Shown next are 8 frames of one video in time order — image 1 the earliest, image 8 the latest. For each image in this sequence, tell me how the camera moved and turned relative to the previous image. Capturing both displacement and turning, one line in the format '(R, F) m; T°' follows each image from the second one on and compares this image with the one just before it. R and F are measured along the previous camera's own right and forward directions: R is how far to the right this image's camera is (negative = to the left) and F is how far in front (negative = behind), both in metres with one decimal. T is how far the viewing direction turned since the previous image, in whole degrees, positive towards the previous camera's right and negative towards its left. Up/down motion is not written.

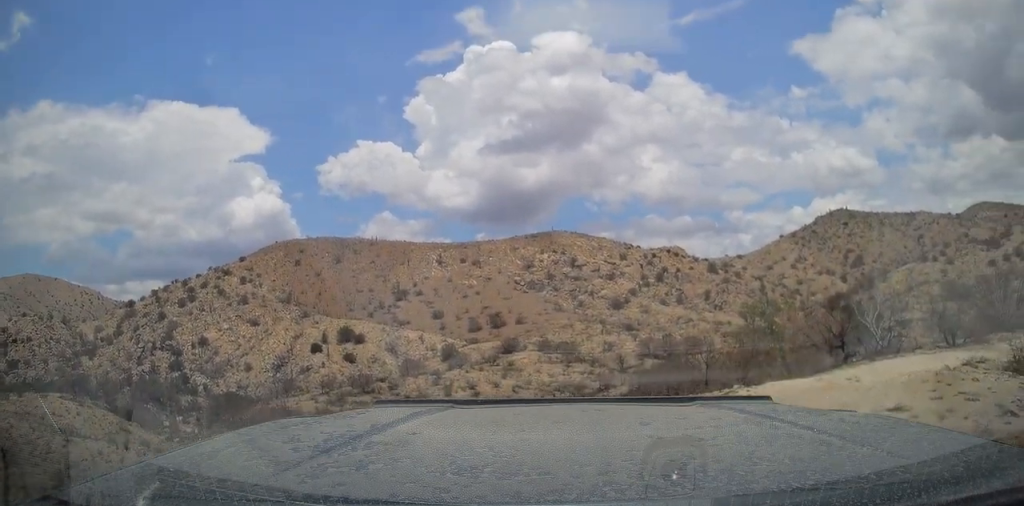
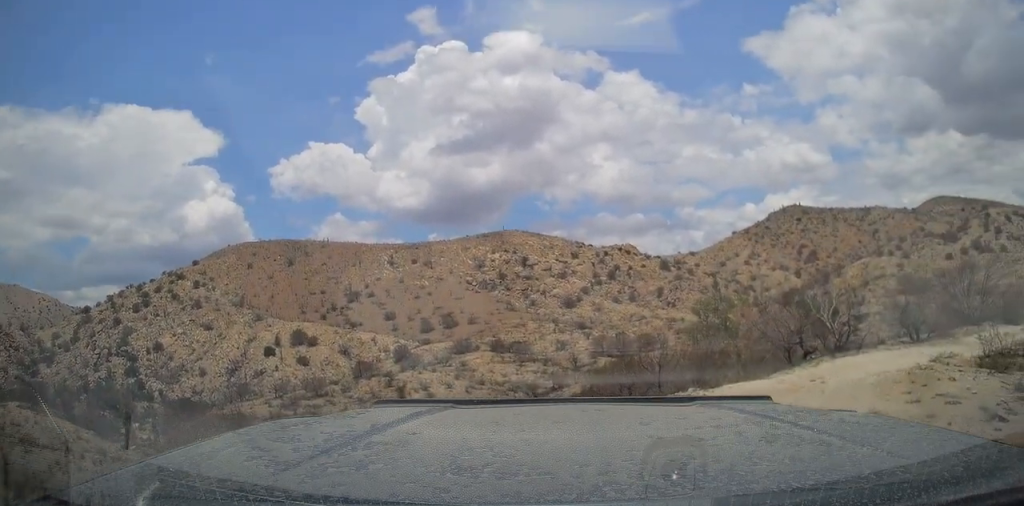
(+0.1, +0.7) m; +1°
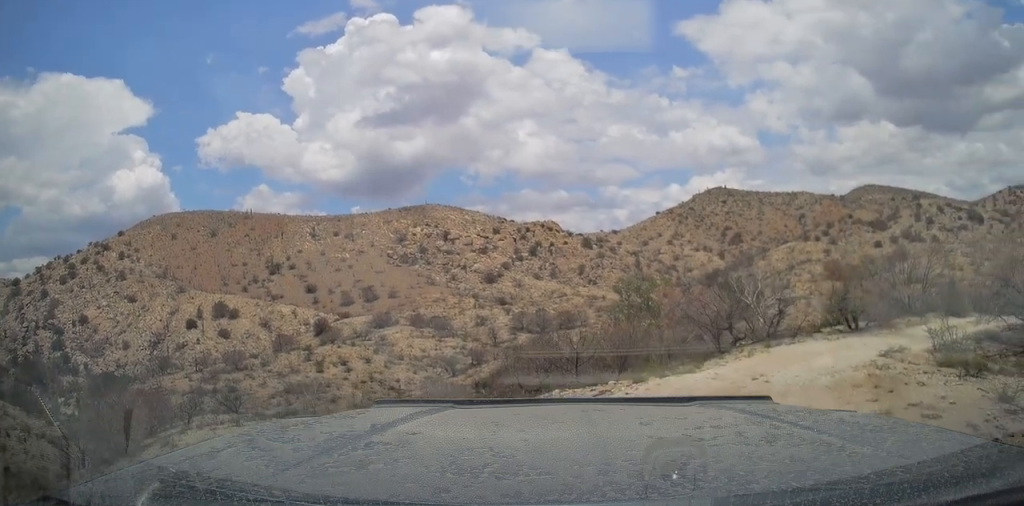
(-0.1, +1.3) m; +7°
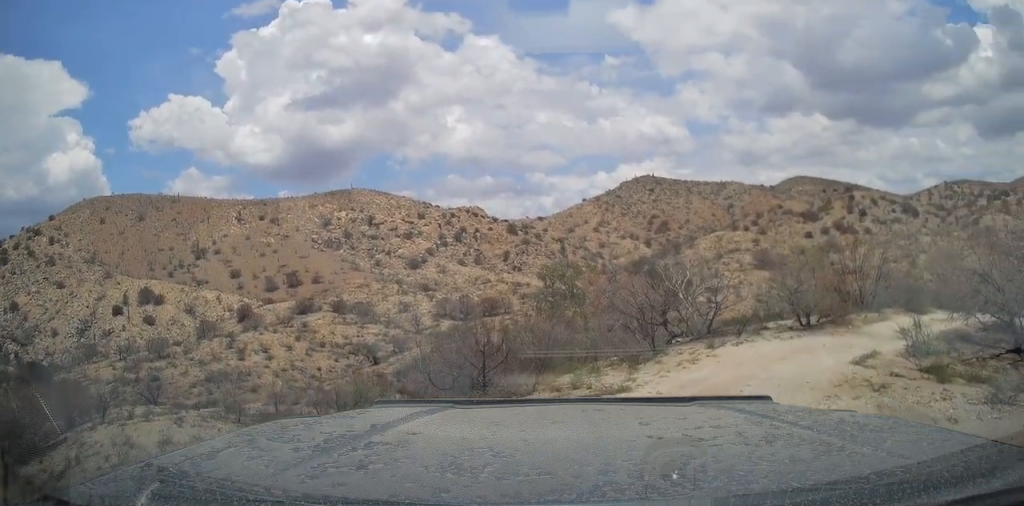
(+0.5, +2.4) m; +10°
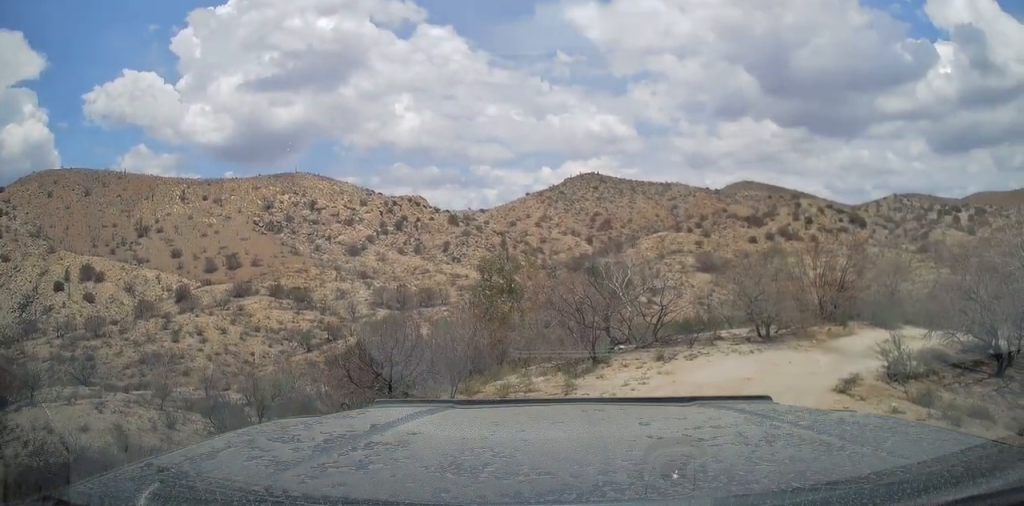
(0.0, +1.9) m; -1°
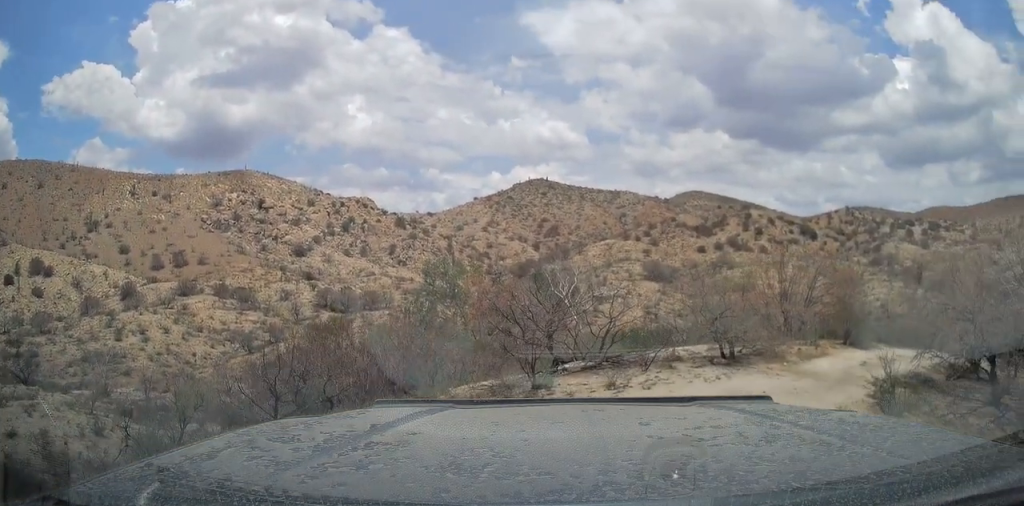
(0.0, +2.0) m; +5°
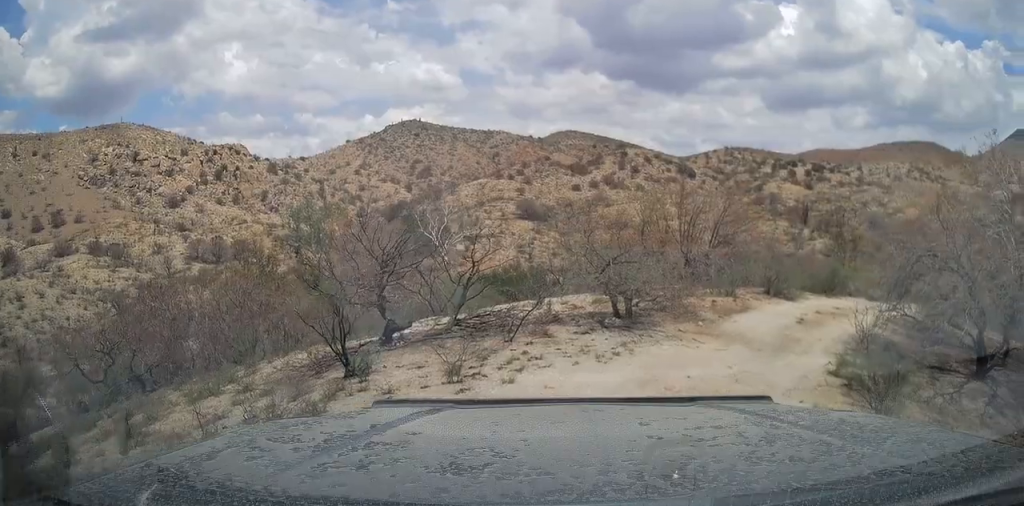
(+0.7, +3.9) m; +13°
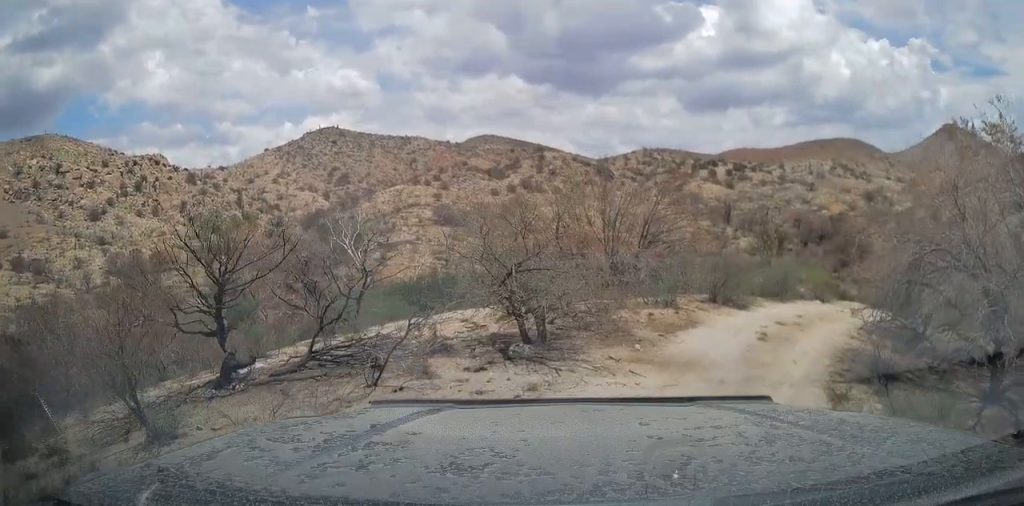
(0.0, +3.0) m; +9°
